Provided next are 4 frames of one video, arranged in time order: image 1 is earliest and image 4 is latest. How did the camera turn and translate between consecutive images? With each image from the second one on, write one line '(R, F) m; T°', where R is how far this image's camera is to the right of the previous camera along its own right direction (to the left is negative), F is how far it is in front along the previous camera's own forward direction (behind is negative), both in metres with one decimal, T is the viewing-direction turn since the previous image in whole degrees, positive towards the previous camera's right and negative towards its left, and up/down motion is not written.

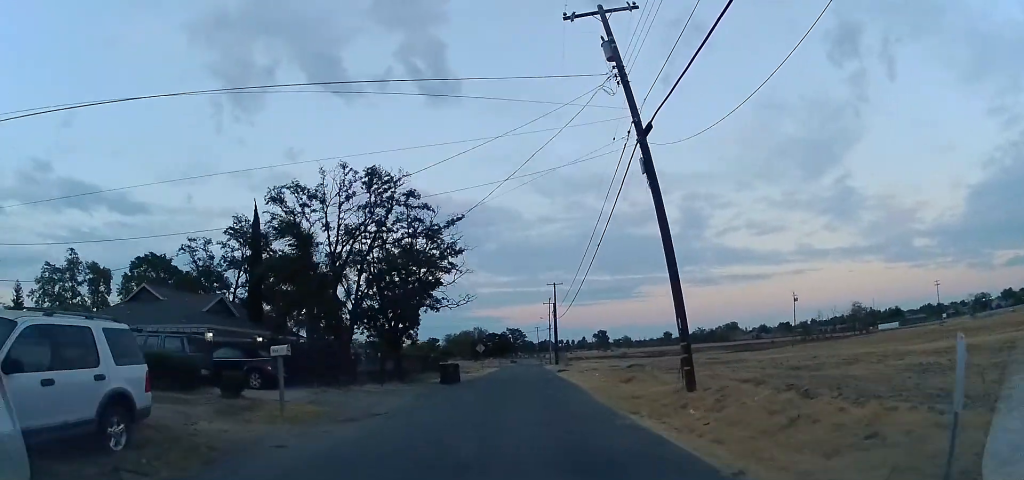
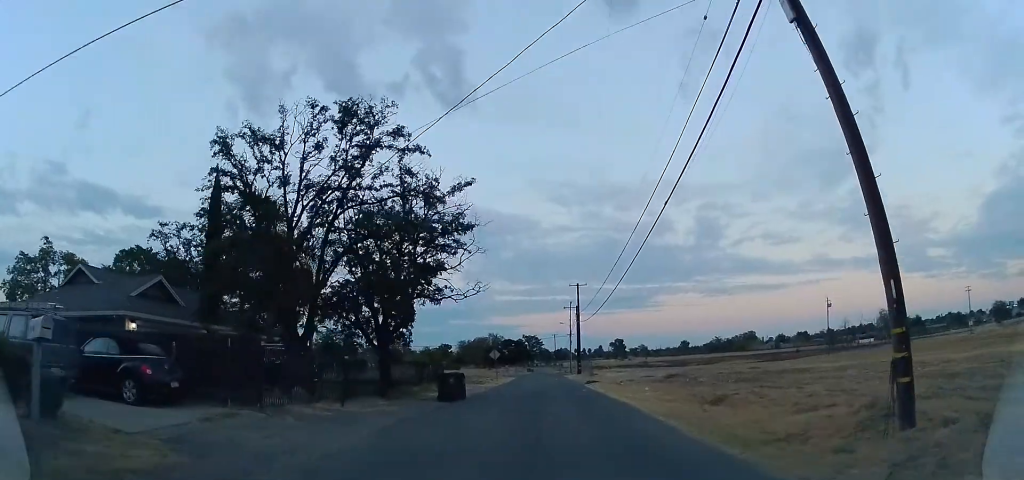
(-0.7, +8.0) m; -2°
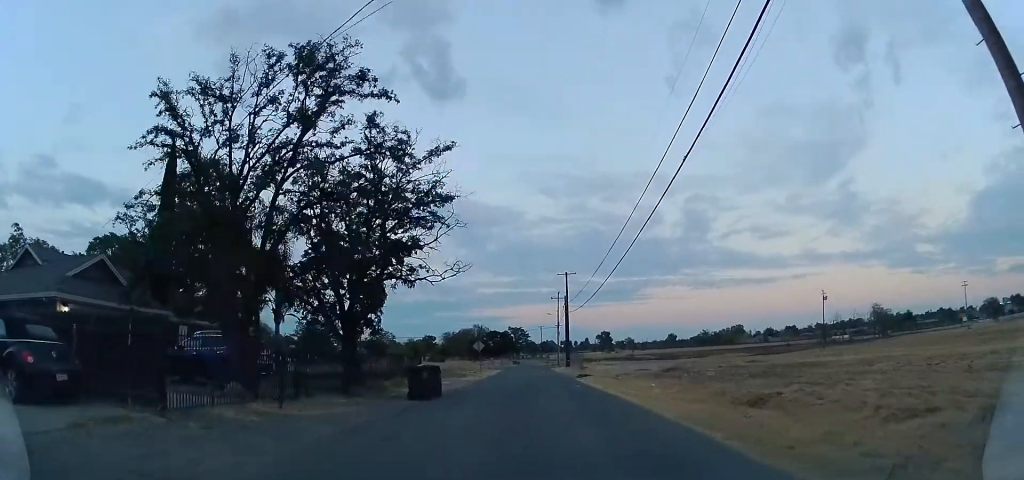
(+0.2, +3.0) m; +3°
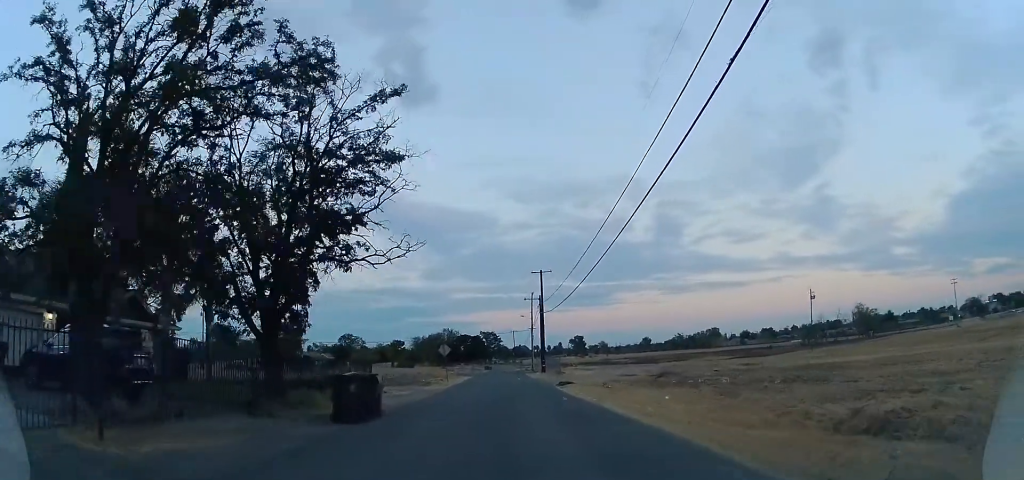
(+0.1, +4.5) m; +2°
